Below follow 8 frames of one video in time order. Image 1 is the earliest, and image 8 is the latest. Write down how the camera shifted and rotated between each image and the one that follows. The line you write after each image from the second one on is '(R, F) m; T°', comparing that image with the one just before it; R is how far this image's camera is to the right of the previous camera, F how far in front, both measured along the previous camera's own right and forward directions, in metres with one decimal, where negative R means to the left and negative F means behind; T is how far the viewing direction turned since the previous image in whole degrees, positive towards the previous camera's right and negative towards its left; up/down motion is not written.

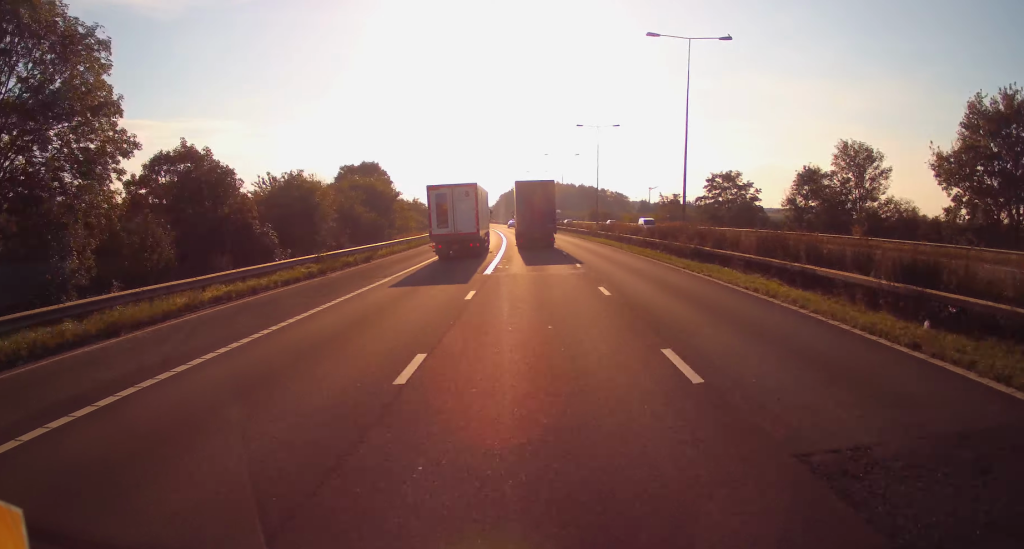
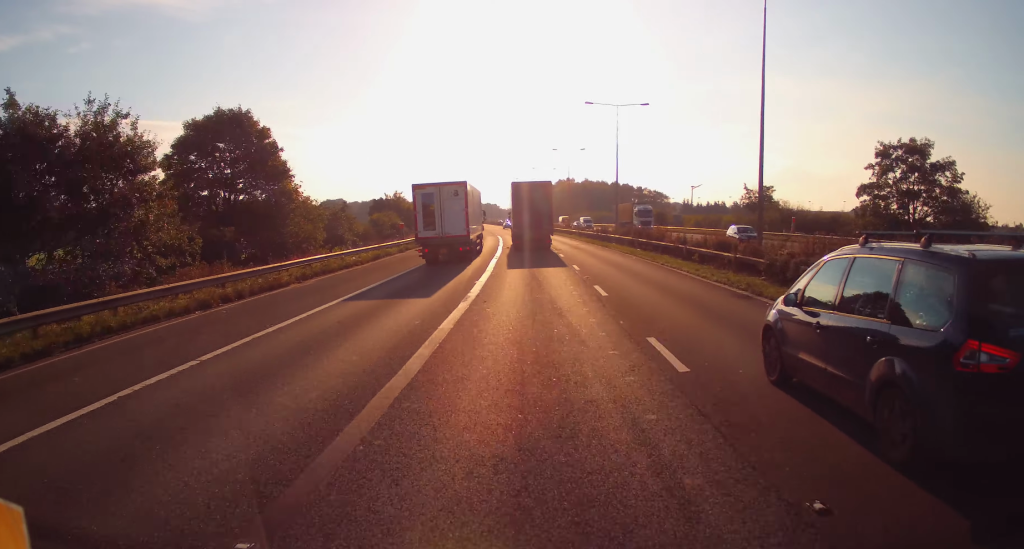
(-0.8, +46.1) m; -2°
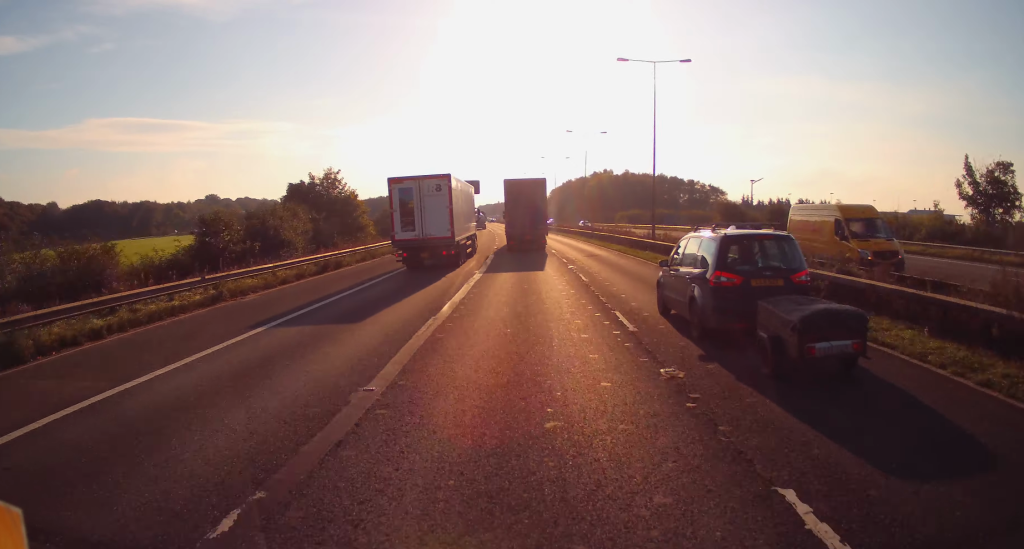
(-0.7, +51.2) m; -2°
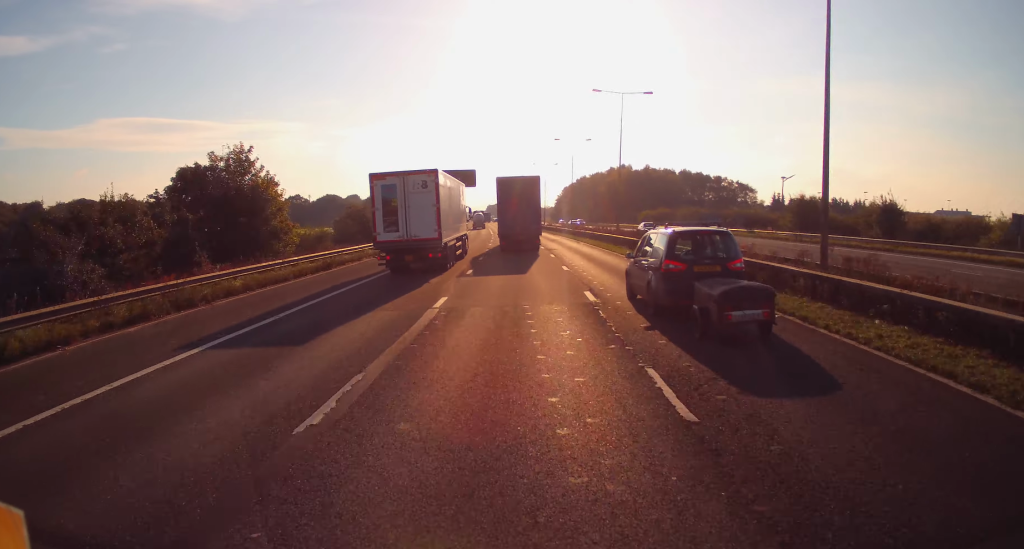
(-0.4, +23.6) m; -2°
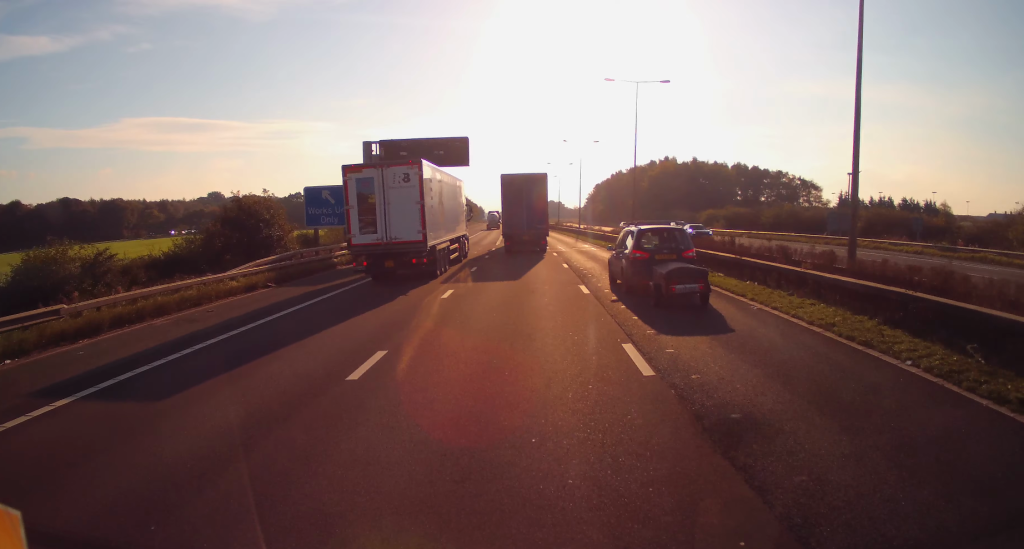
(-0.7, +35.5) m; -2°
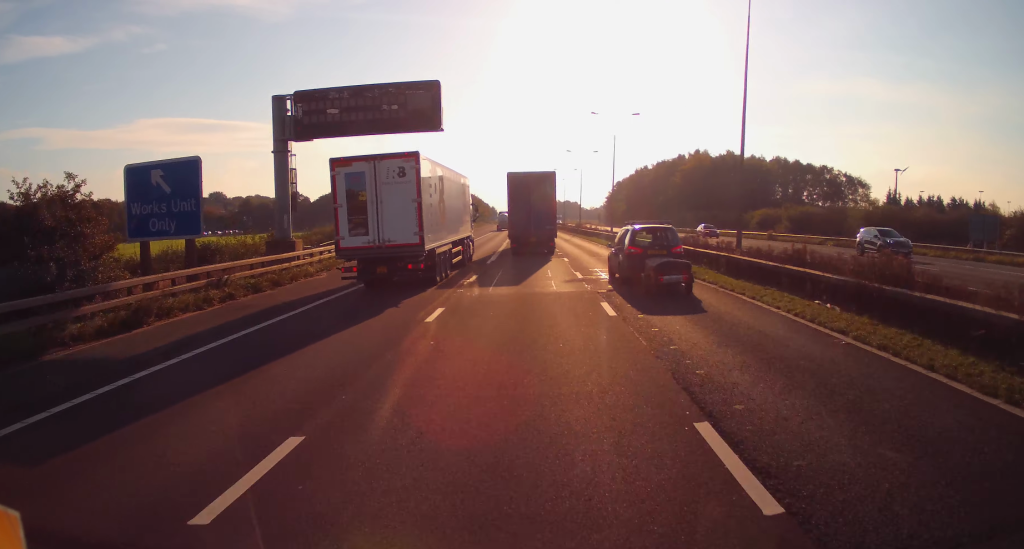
(-0.2, +21.9) m; -1°
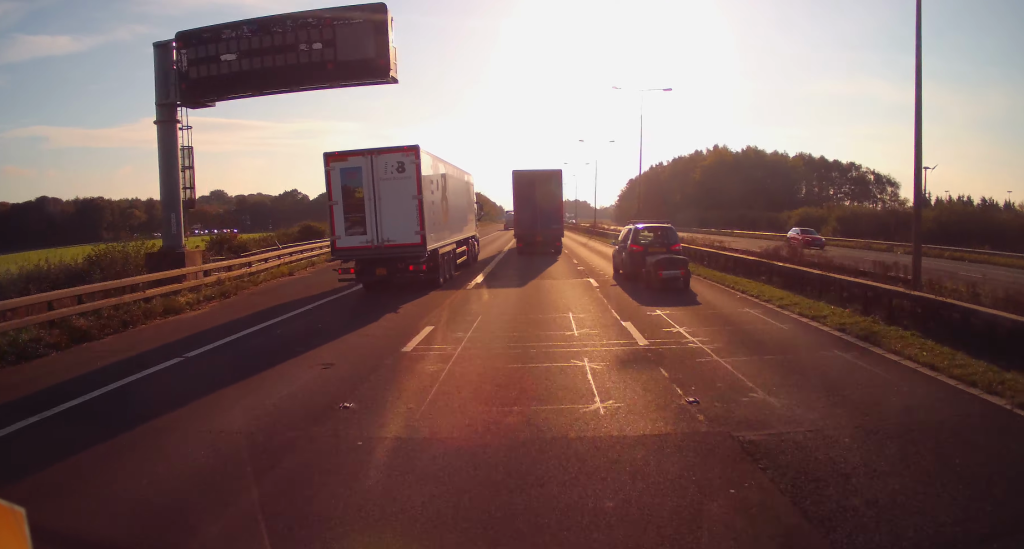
(+0.1, +11.8) m; 0°
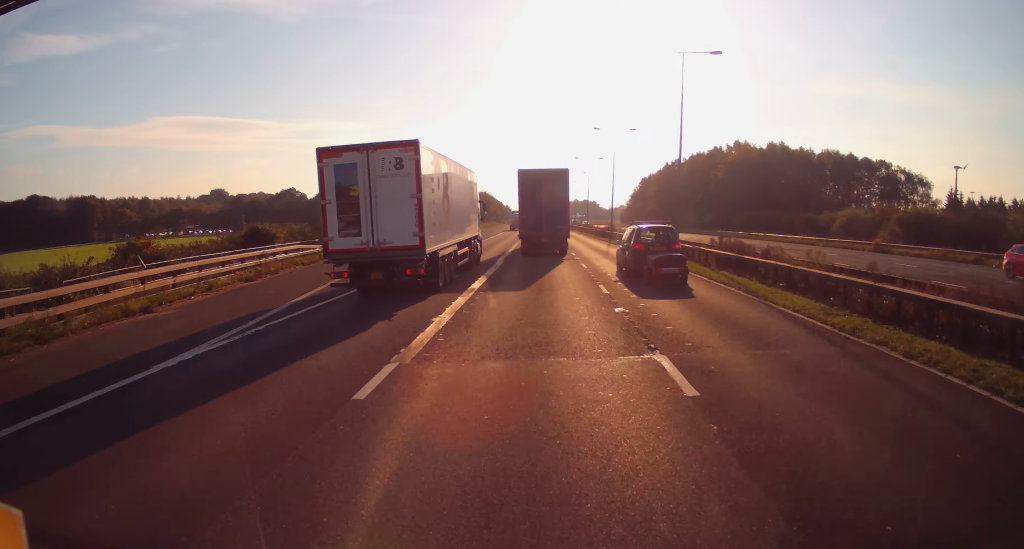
(0.0, +11.8) m; 0°
